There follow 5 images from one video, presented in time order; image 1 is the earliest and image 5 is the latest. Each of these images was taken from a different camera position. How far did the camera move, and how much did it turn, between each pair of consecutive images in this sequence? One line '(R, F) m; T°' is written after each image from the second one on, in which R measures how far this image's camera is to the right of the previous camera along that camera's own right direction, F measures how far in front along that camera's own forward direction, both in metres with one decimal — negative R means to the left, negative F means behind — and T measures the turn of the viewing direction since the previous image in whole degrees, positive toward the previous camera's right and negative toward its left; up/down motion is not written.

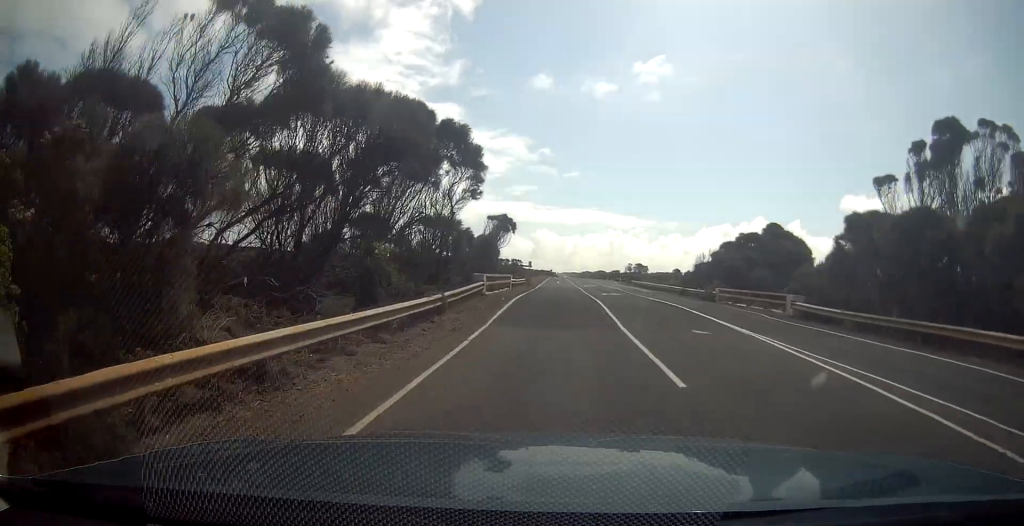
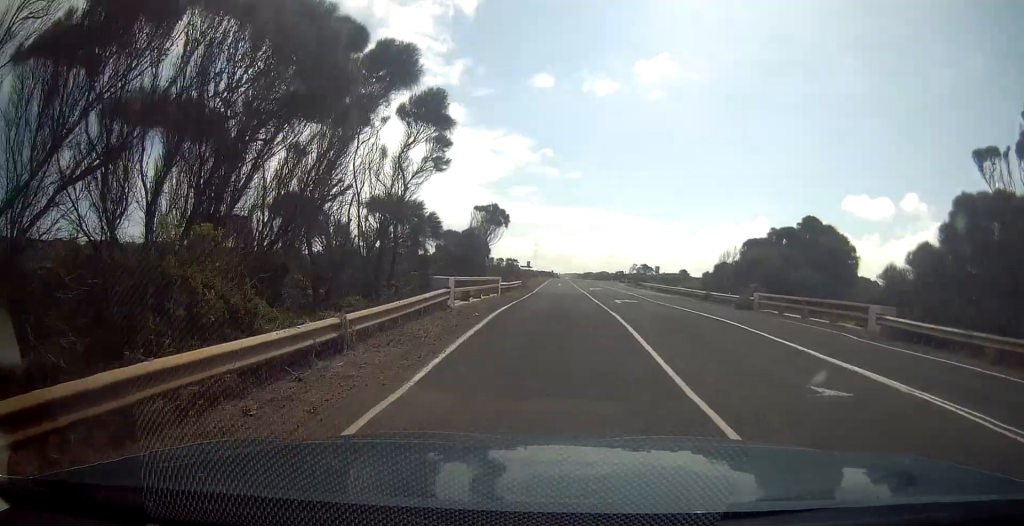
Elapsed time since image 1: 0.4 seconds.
(+0.1, +7.7) m; 0°
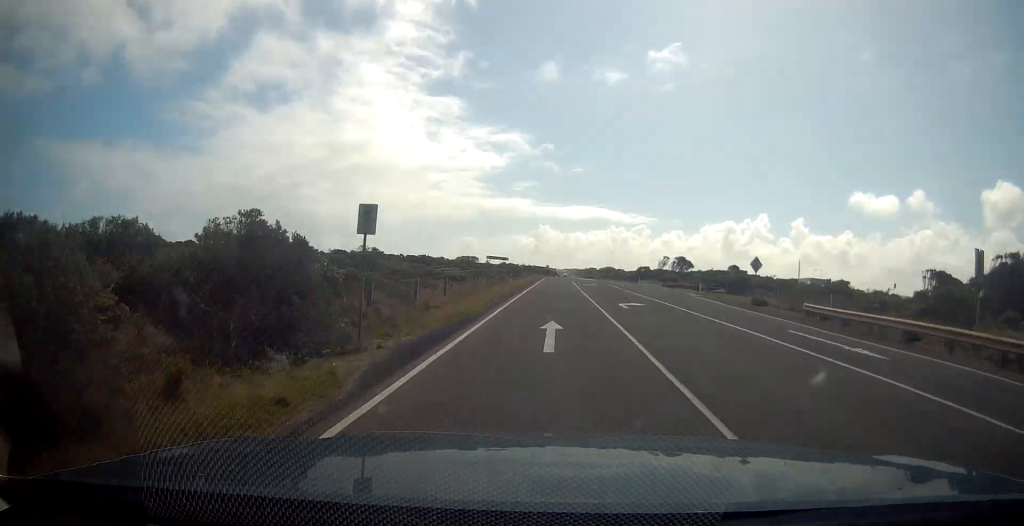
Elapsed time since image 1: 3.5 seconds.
(-0.6, +54.7) m; +1°
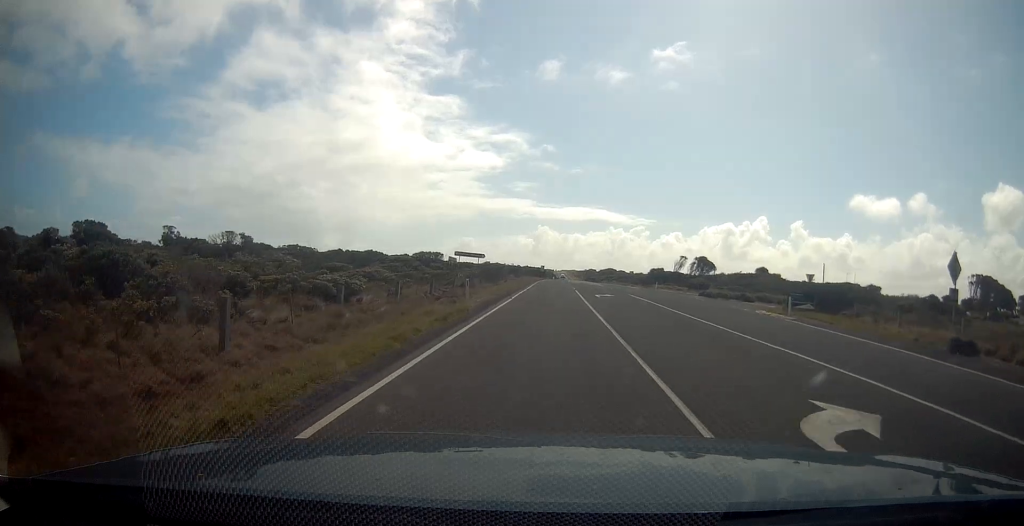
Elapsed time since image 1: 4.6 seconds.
(0.0, +19.6) m; -2°
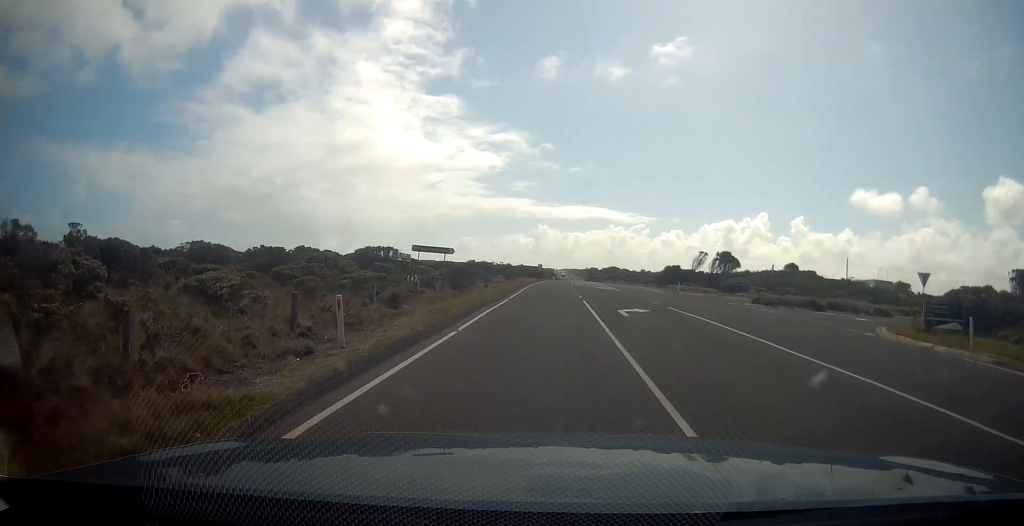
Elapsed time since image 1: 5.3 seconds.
(-0.4, +14.4) m; 0°
